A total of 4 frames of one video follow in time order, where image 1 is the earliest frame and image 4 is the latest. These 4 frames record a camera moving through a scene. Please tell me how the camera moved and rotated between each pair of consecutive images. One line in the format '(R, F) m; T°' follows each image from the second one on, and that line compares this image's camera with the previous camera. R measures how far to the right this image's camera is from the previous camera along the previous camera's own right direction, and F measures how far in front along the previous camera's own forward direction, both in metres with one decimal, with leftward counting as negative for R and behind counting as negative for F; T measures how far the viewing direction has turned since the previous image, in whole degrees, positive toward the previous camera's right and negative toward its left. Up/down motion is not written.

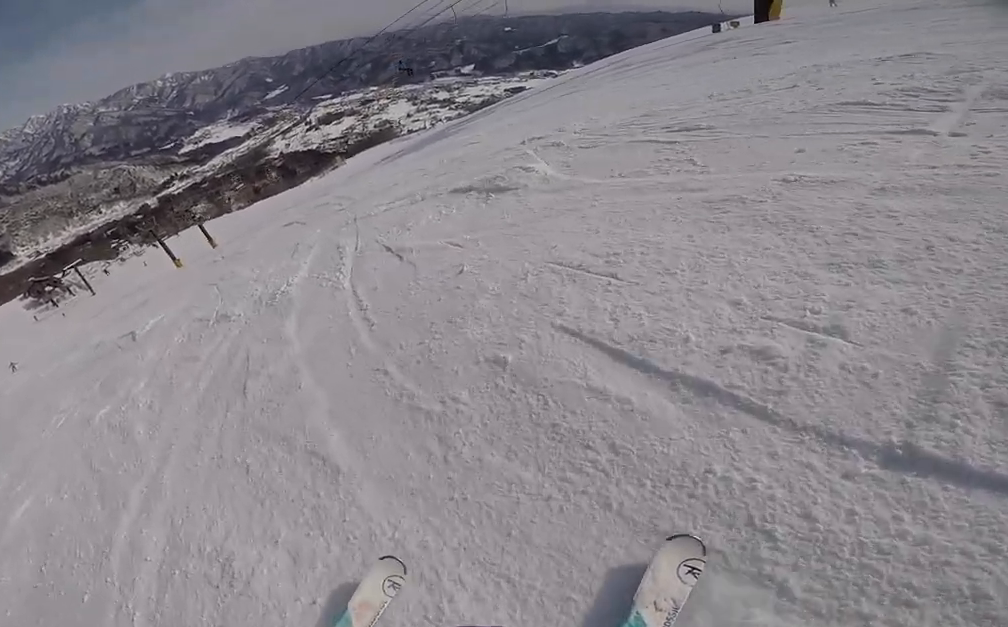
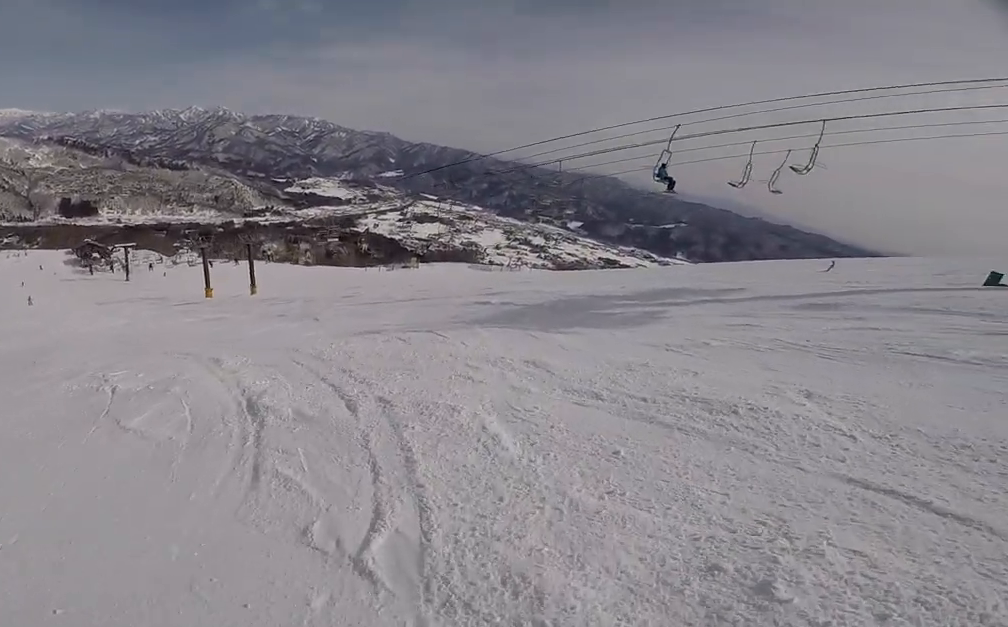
(+1.1, +8.9) m; +3°
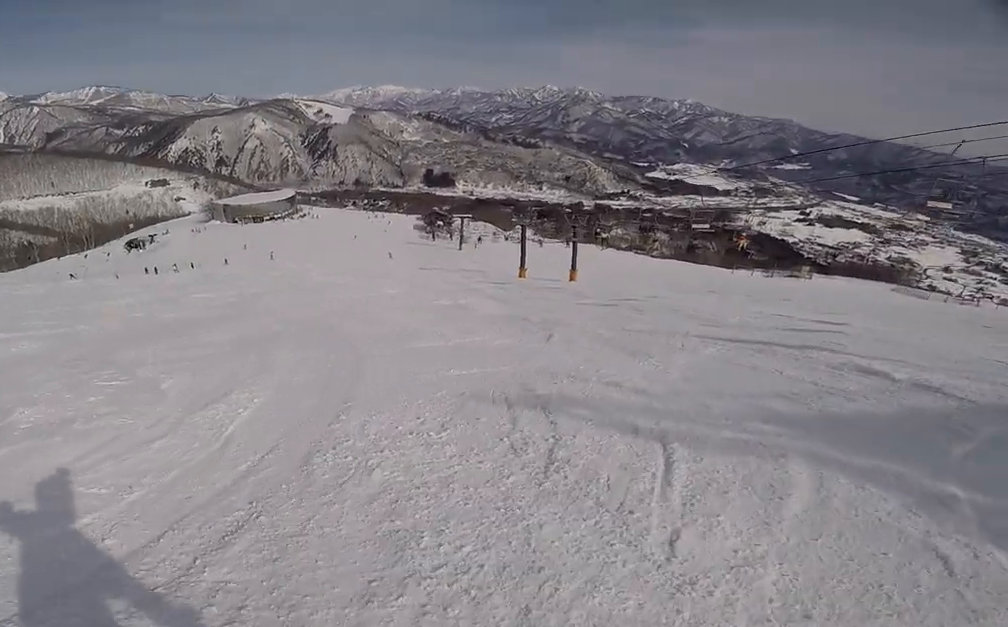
(-1.8, +4.9) m; -65°
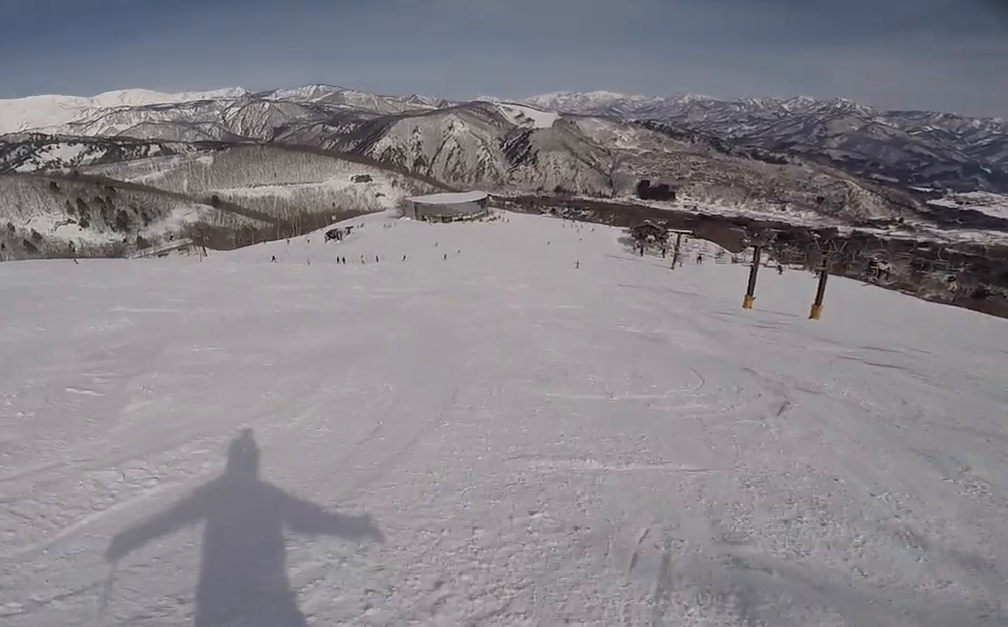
(-1.1, +2.9) m; -19°
